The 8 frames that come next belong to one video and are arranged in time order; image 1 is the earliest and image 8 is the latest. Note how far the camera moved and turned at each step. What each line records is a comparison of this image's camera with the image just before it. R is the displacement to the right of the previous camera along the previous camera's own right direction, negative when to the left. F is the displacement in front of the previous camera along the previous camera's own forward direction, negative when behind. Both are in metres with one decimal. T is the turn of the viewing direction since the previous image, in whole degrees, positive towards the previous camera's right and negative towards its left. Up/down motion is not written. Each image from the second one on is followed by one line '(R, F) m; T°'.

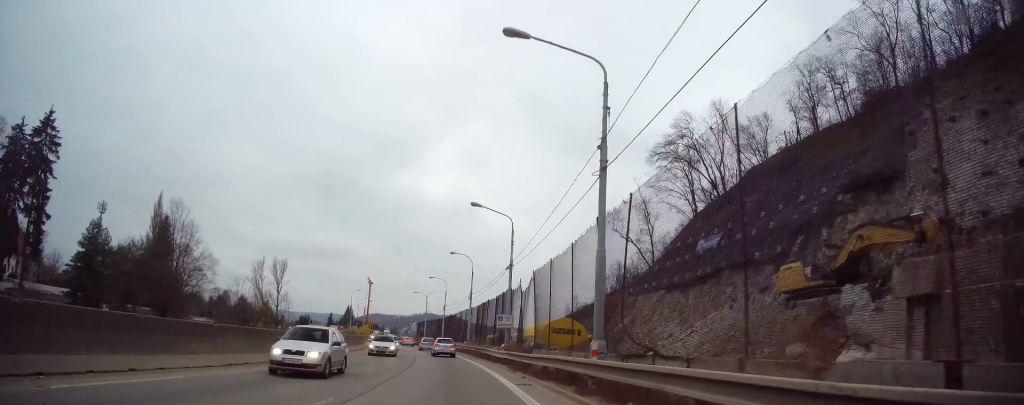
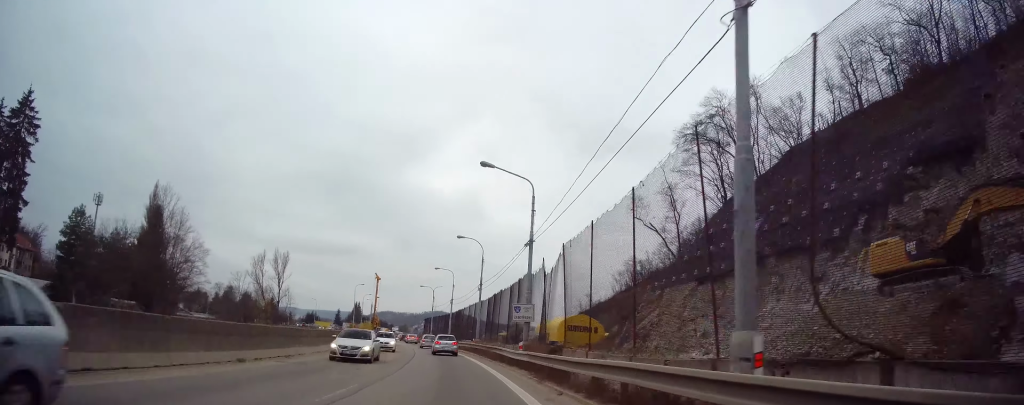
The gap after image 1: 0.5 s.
(0.0, +6.4) m; -1°
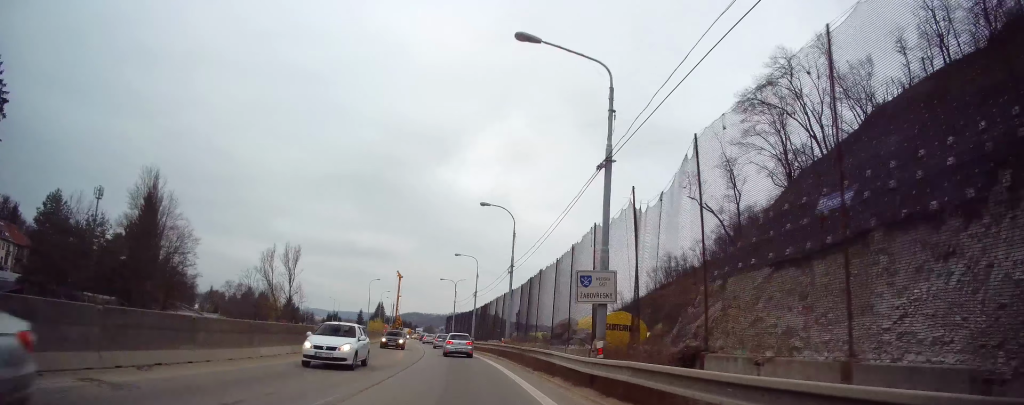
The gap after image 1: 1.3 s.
(-0.5, +11.6) m; -3°
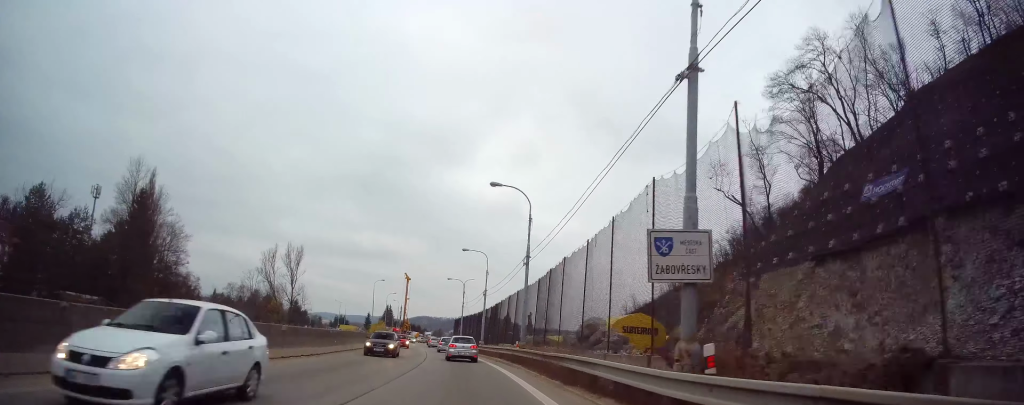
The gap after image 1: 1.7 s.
(0.0, +5.2) m; 0°
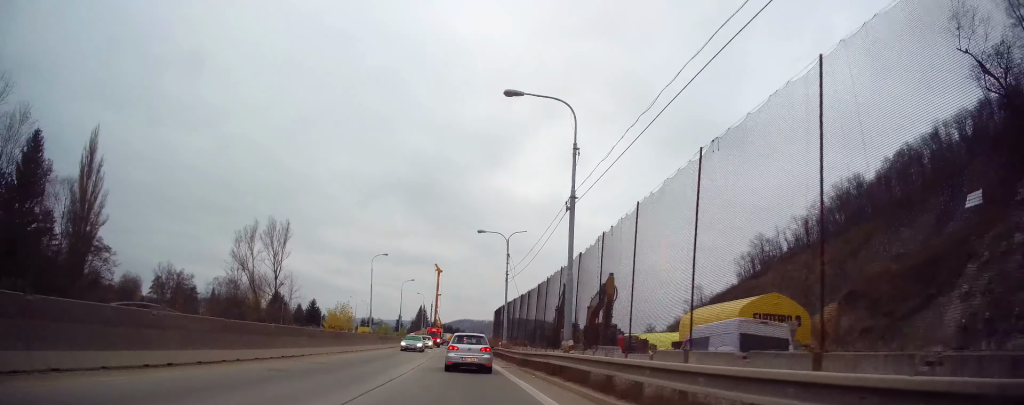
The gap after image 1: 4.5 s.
(-0.9, +33.2) m; -6°
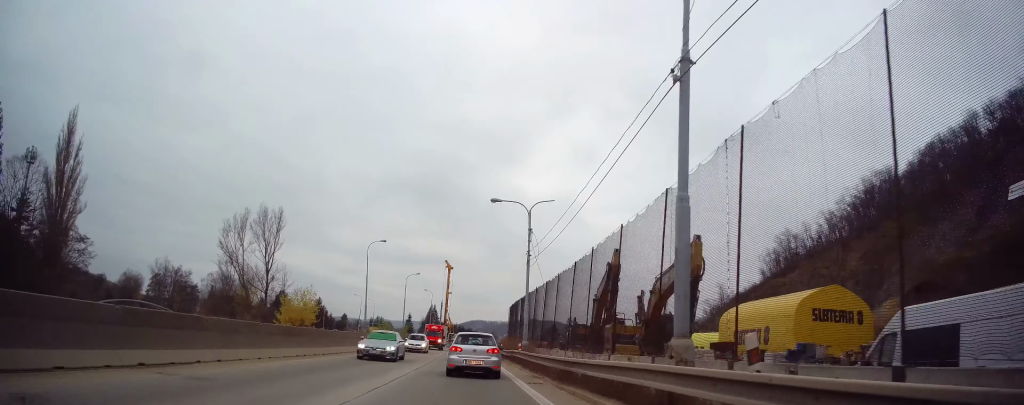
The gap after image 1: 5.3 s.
(-0.3, +9.1) m; -2°
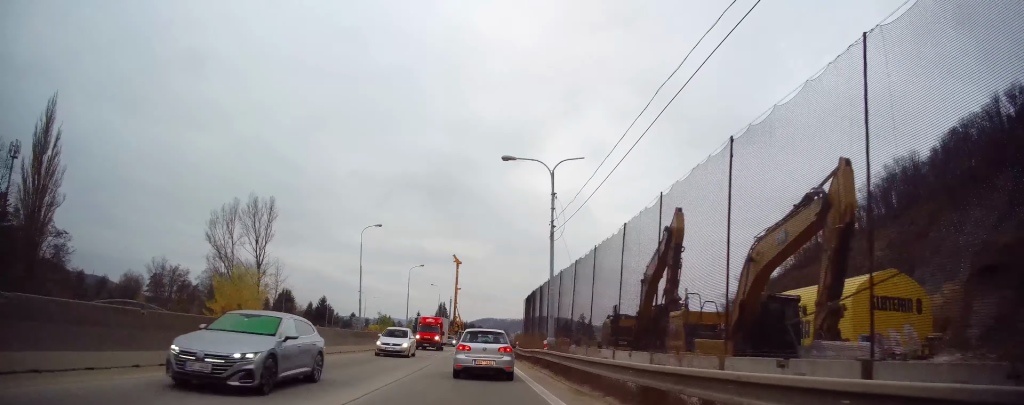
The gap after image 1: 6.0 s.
(0.0, +7.5) m; 0°
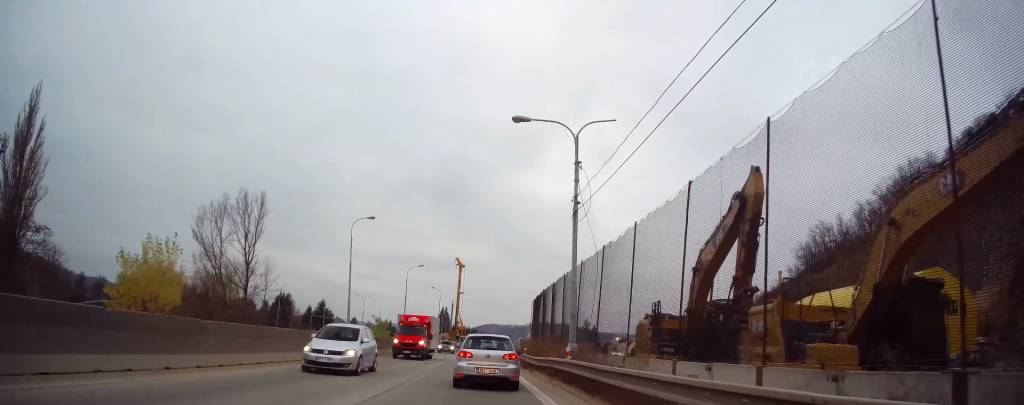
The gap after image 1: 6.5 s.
(0.0, +4.9) m; 0°
